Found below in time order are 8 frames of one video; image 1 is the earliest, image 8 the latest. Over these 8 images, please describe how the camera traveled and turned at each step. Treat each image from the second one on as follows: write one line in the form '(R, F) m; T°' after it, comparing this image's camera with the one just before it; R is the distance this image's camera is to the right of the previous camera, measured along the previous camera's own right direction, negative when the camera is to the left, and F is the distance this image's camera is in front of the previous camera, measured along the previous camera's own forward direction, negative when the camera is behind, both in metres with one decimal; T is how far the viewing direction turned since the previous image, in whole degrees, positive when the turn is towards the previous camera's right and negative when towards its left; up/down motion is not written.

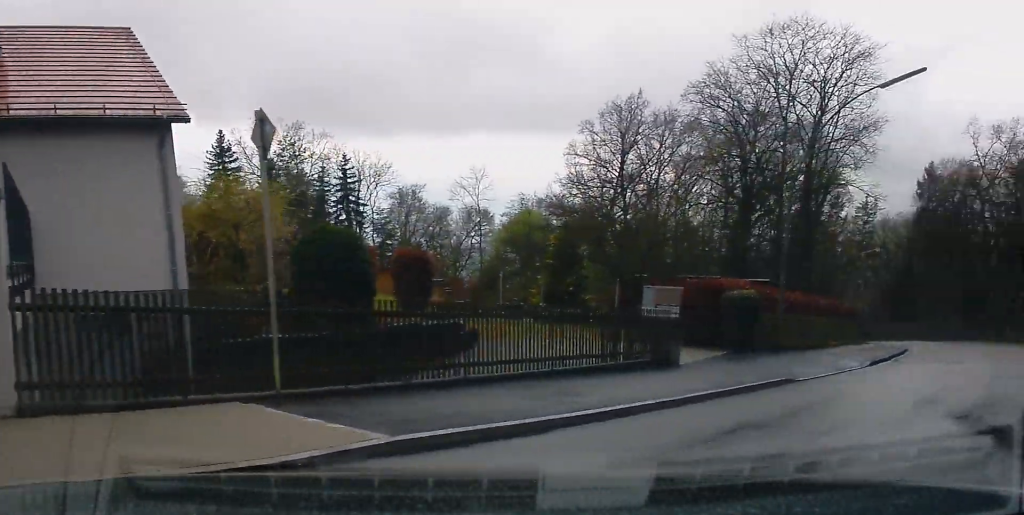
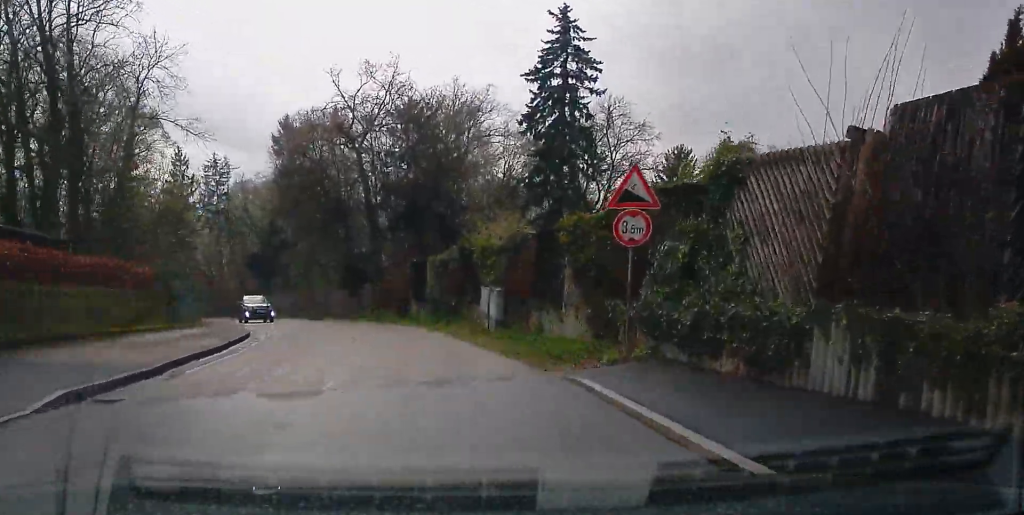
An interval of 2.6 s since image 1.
(+3.5, +15.2) m; +9°
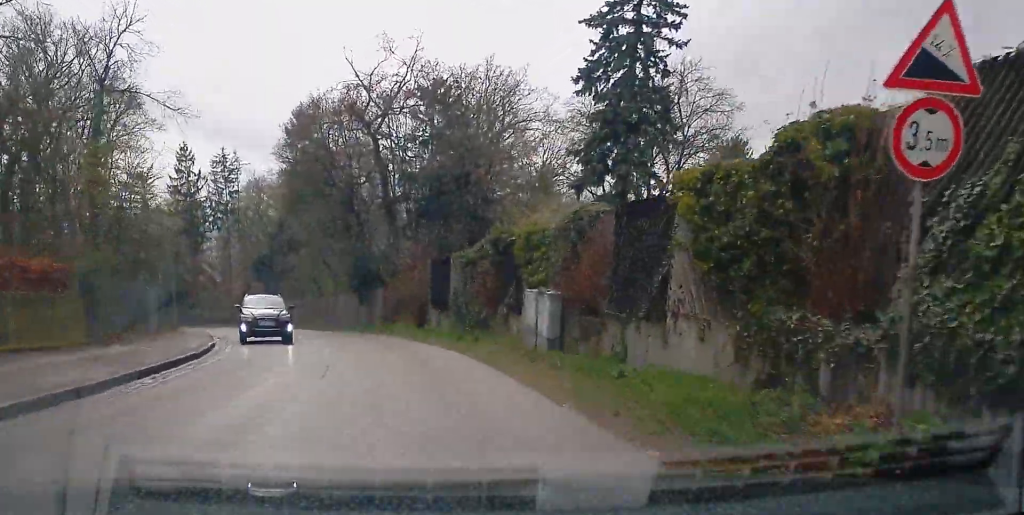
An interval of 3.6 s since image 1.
(+0.1, +7.0) m; -3°
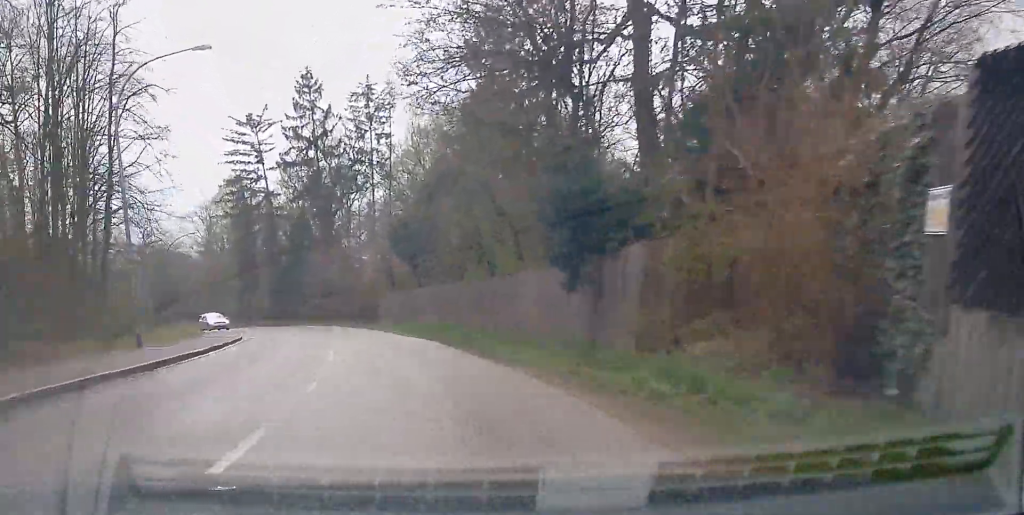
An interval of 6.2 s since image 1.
(-3.4, +24.6) m; -14°
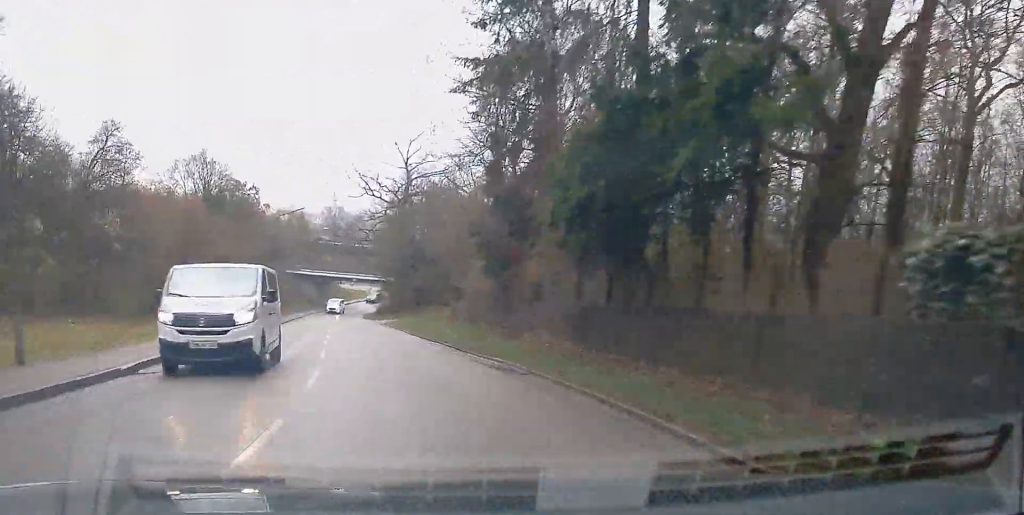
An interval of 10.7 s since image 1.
(-11.2, +52.6) m; -22°
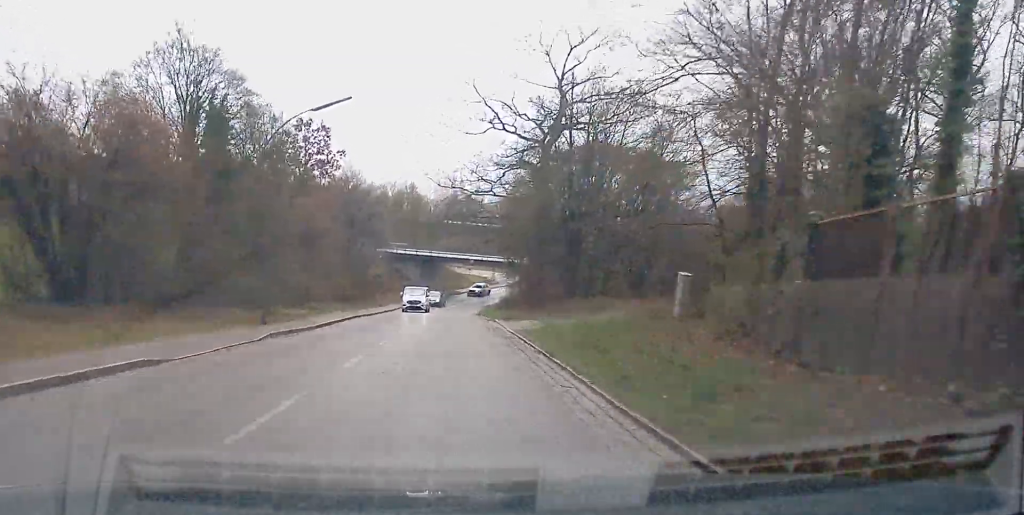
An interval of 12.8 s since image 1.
(-1.7, +27.6) m; -6°
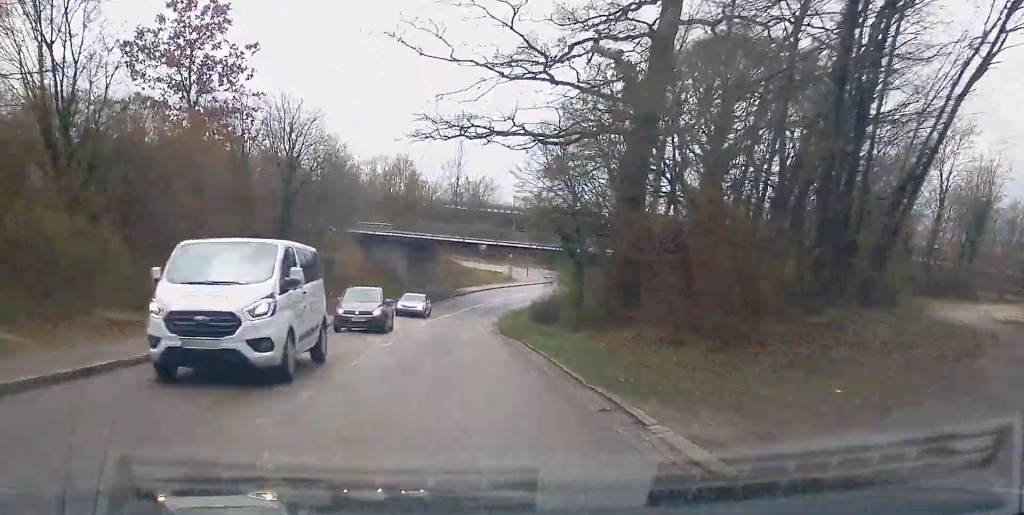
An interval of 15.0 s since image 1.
(-1.3, +27.7) m; -3°
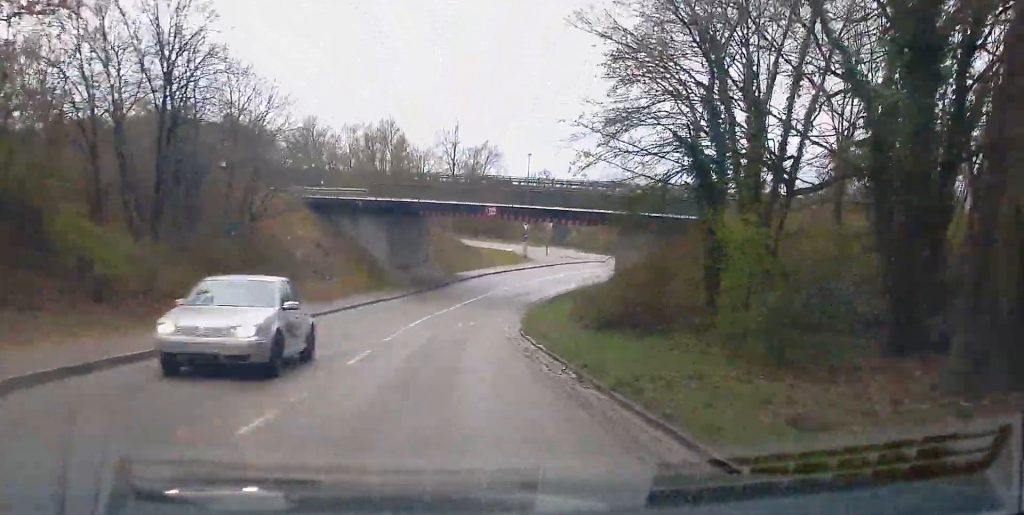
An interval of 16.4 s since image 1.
(0.0, +18.2) m; 0°
